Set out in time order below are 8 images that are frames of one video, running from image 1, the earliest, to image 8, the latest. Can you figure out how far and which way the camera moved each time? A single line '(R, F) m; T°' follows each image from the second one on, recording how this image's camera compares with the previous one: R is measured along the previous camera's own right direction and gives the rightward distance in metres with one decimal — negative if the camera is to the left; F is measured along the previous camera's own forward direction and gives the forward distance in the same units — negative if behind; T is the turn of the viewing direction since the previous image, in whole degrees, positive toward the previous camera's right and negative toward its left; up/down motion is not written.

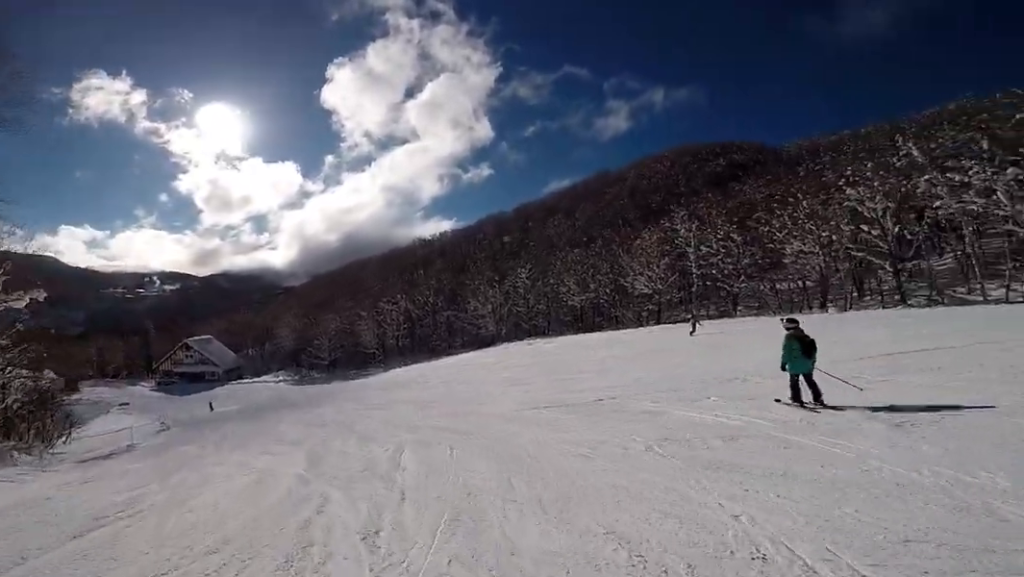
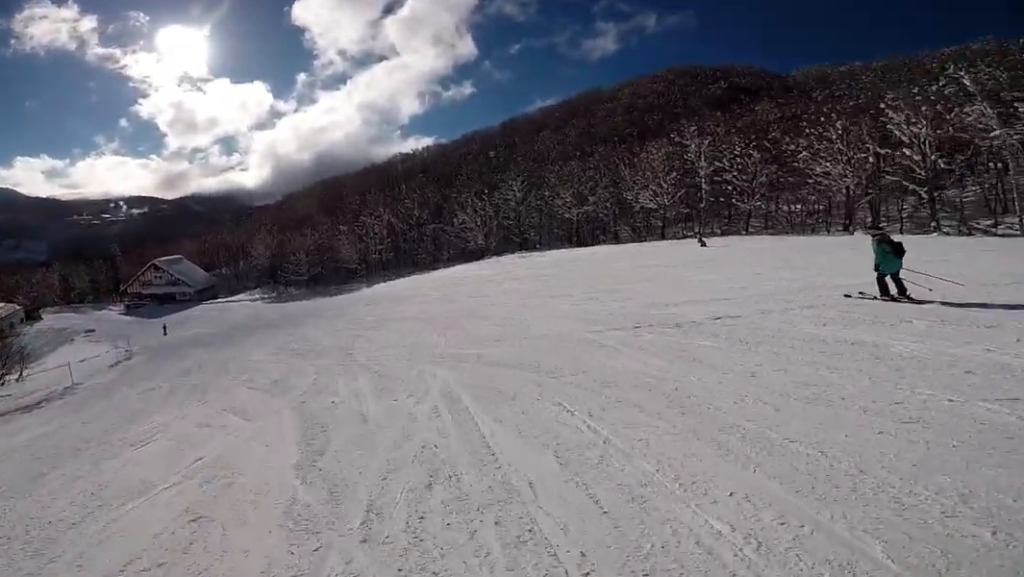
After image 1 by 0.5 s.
(0.0, +4.2) m; +5°
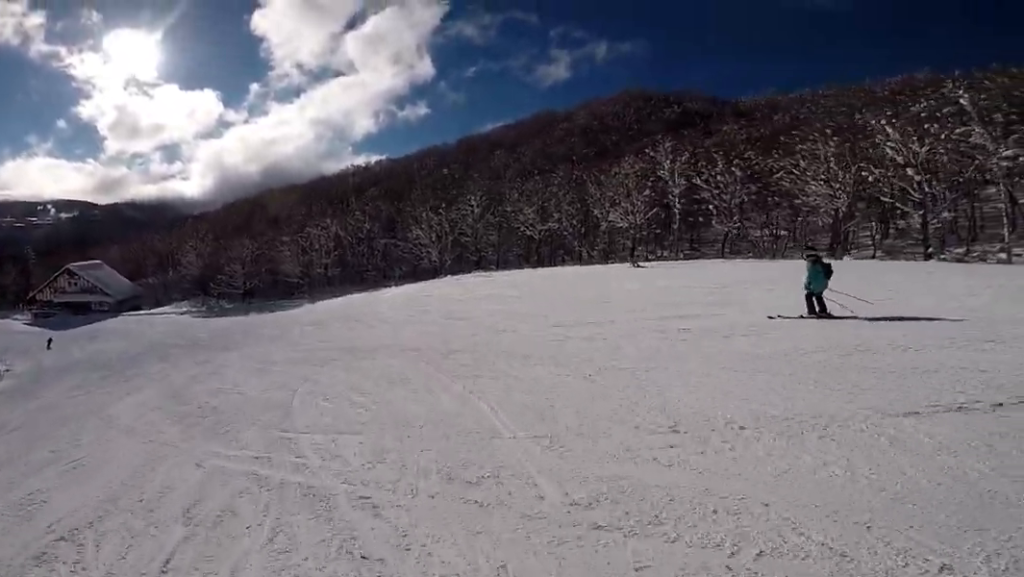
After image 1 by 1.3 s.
(+0.9, +6.4) m; -3°
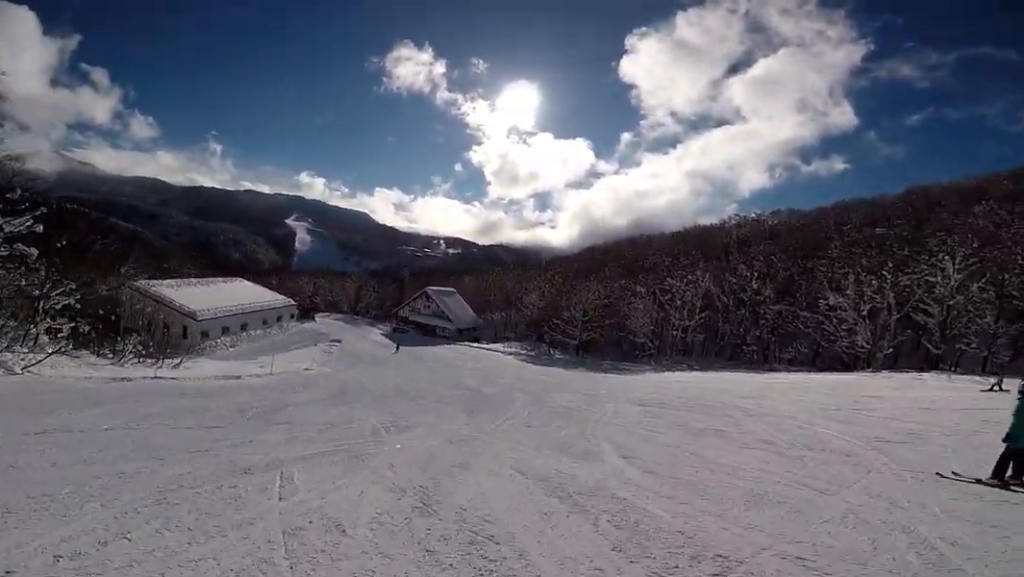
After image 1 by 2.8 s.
(-2.9, +11.2) m; -25°
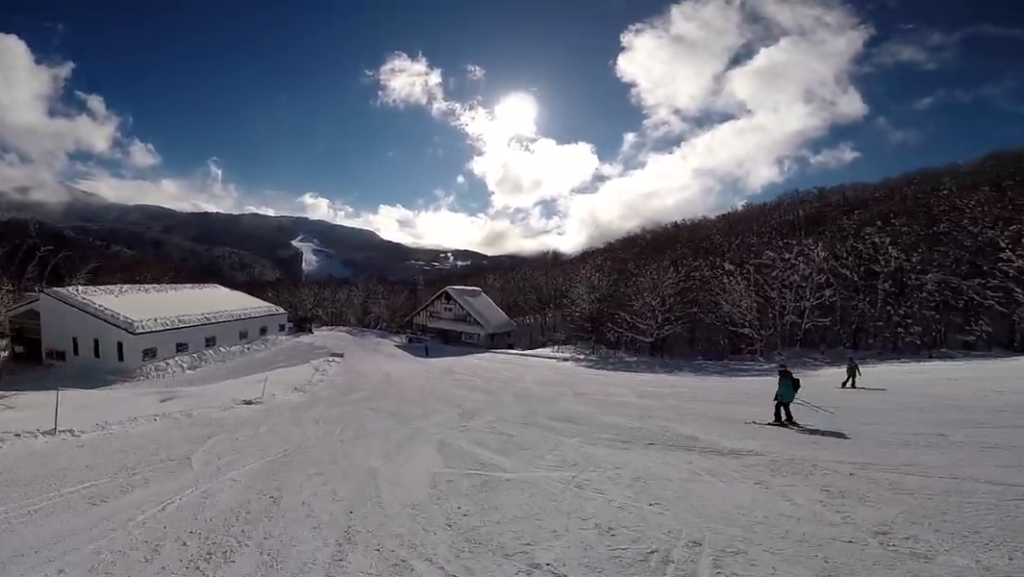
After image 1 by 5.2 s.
(-1.6, +19.2) m; -4°
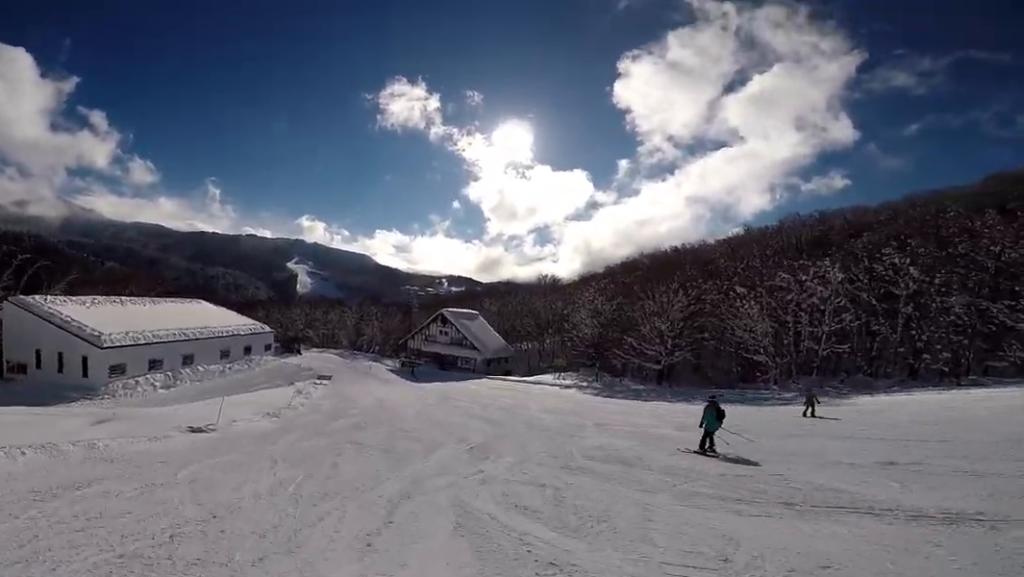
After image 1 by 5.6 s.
(0.0, +3.7) m; 0°
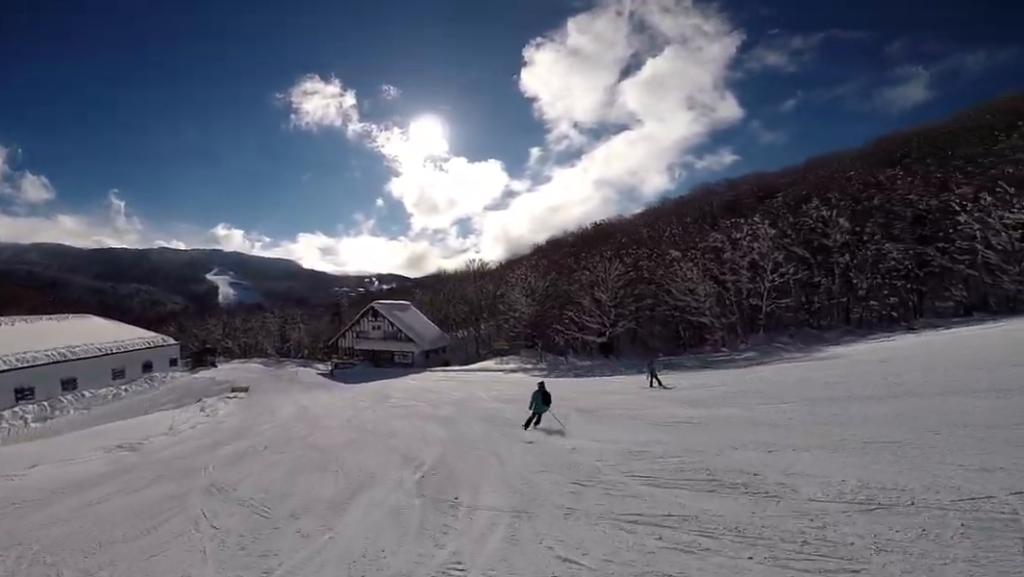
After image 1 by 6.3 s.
(-0.3, +5.9) m; 0°
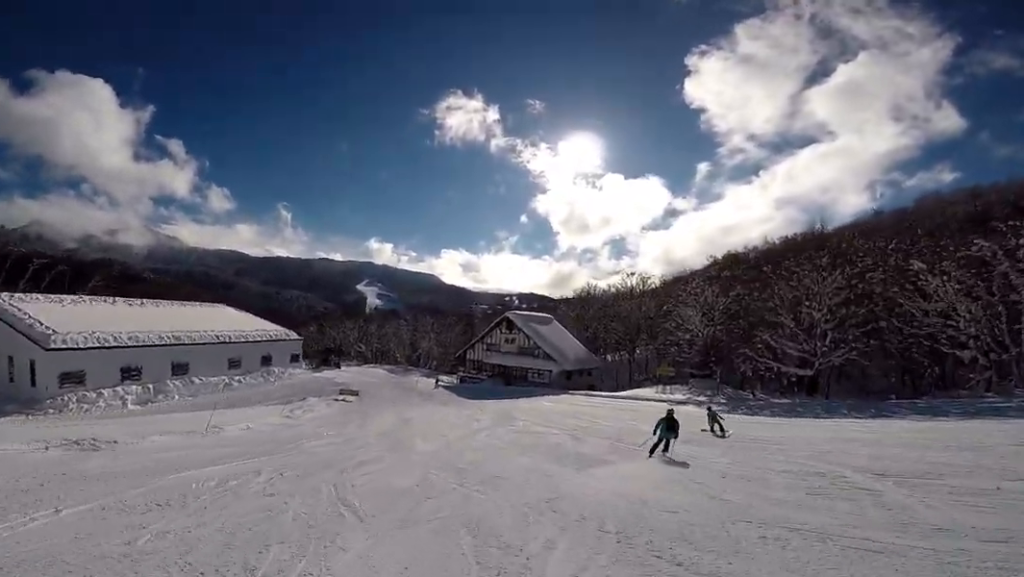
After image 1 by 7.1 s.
(+0.2, +6.9) m; -3°
